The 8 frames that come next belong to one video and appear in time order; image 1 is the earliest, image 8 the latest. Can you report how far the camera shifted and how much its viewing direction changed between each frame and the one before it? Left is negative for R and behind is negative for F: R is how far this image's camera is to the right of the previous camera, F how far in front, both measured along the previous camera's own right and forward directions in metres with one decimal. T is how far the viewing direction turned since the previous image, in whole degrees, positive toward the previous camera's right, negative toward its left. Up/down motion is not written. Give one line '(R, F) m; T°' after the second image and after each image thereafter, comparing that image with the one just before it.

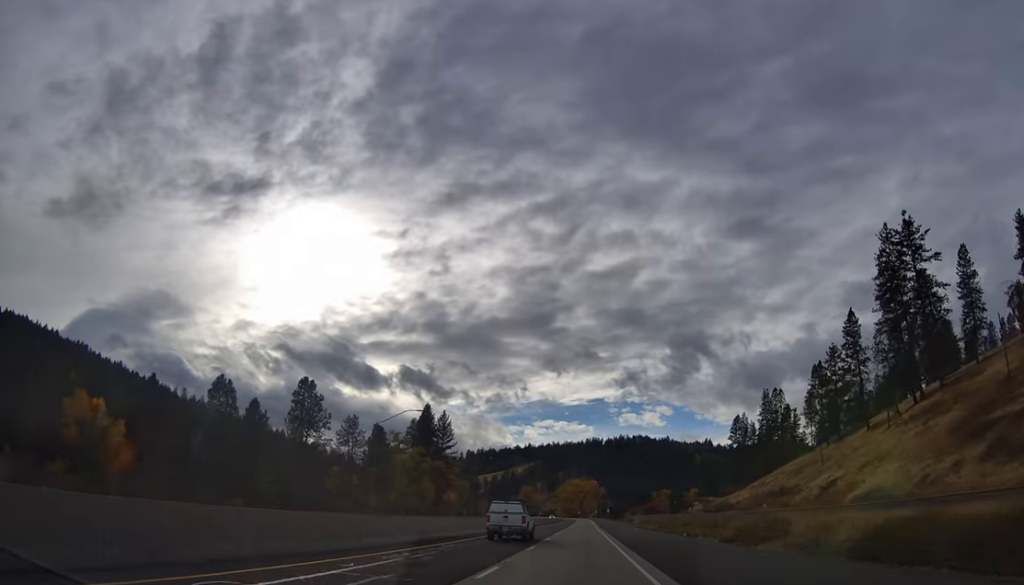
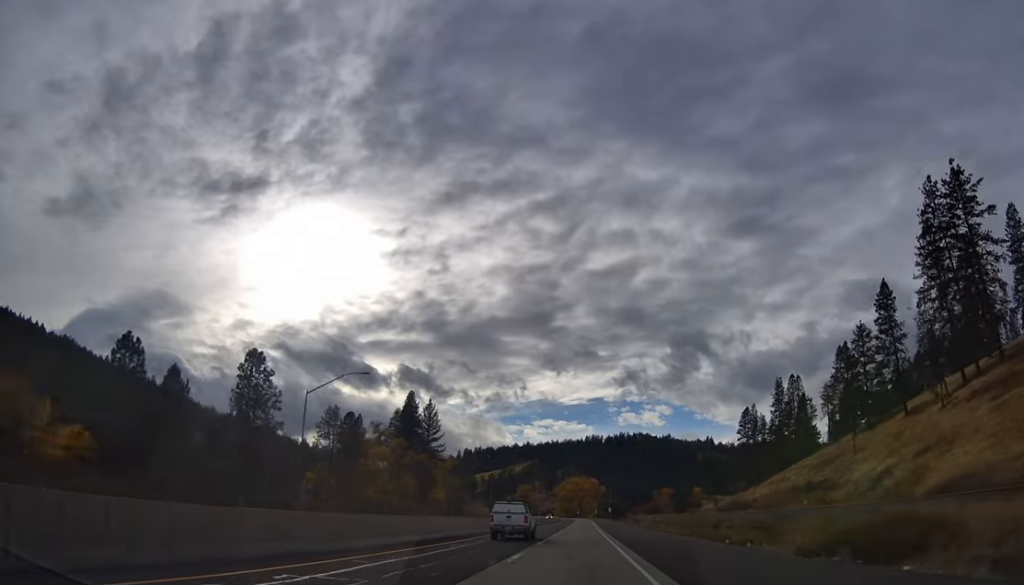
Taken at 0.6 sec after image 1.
(+0.3, +18.5) m; +1°
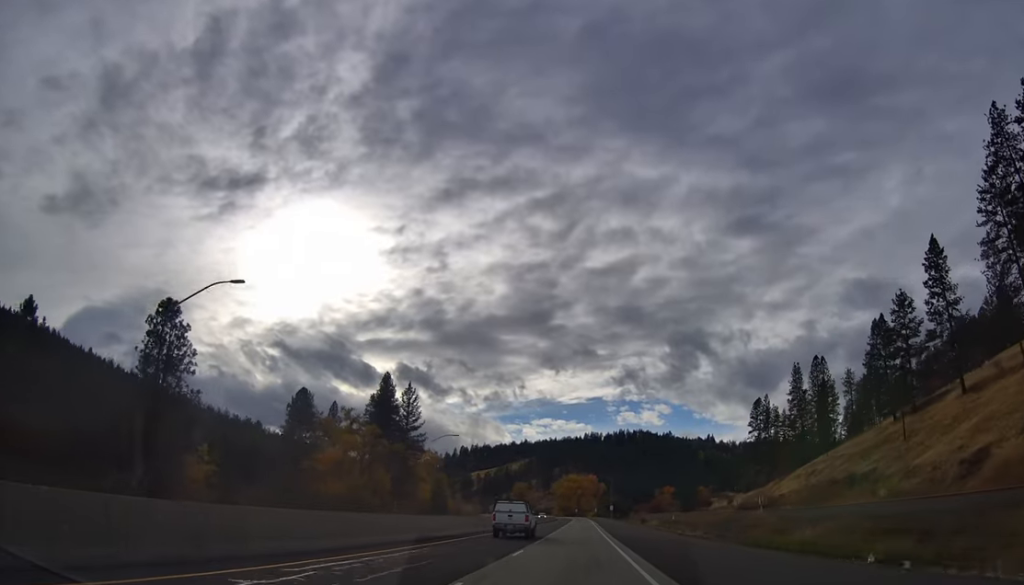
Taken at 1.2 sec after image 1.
(+0.1, +21.8) m; 0°
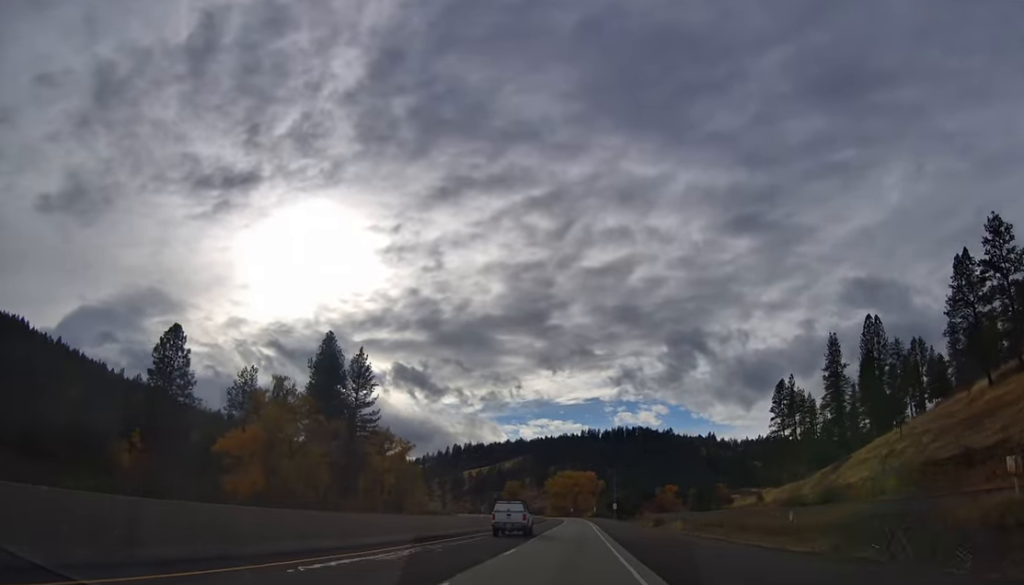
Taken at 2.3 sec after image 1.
(-0.4, +36.0) m; 0°
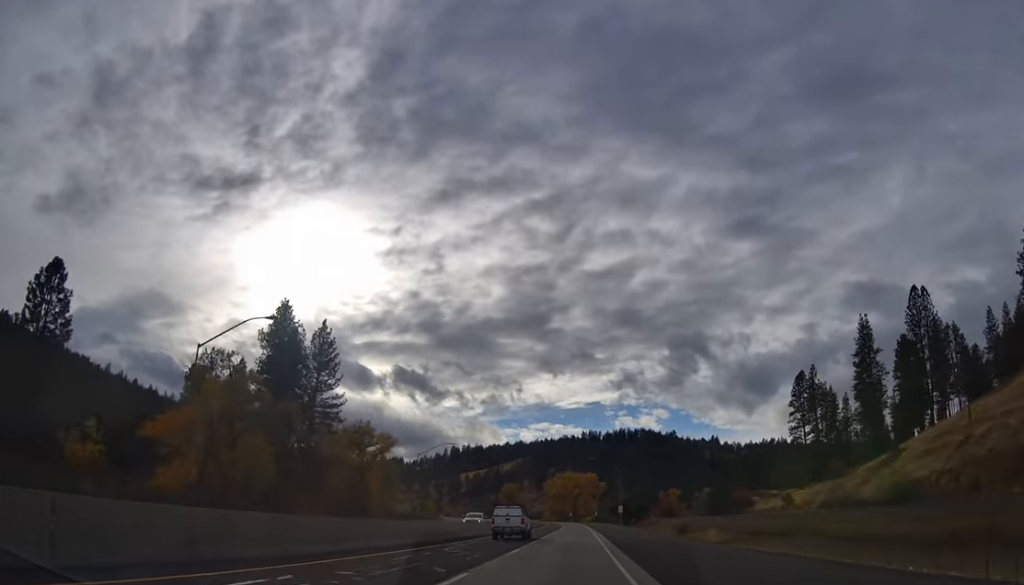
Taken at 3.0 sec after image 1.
(0.0, +20.8) m; +1°
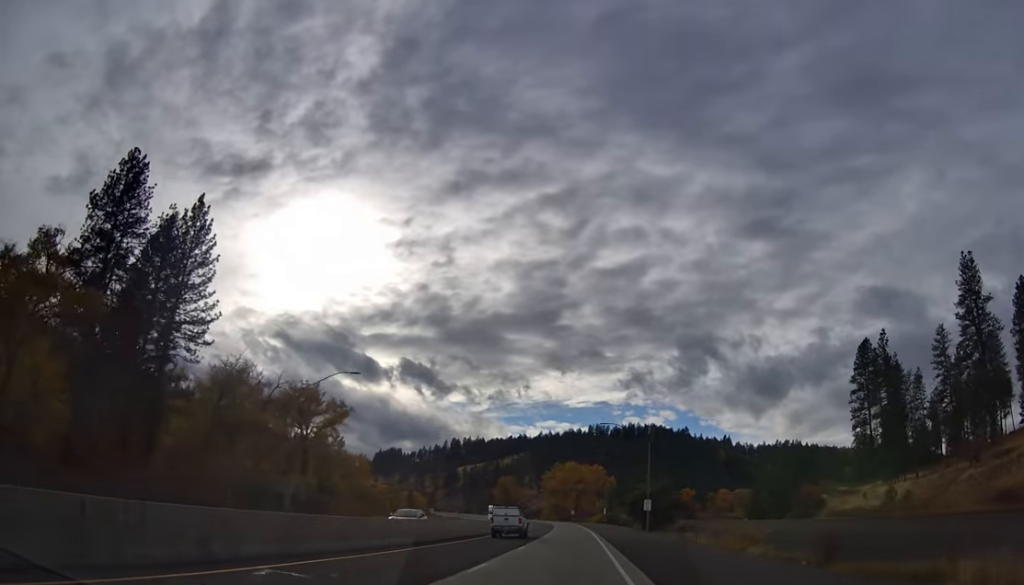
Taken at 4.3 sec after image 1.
(+0.7, +45.0) m; 0°
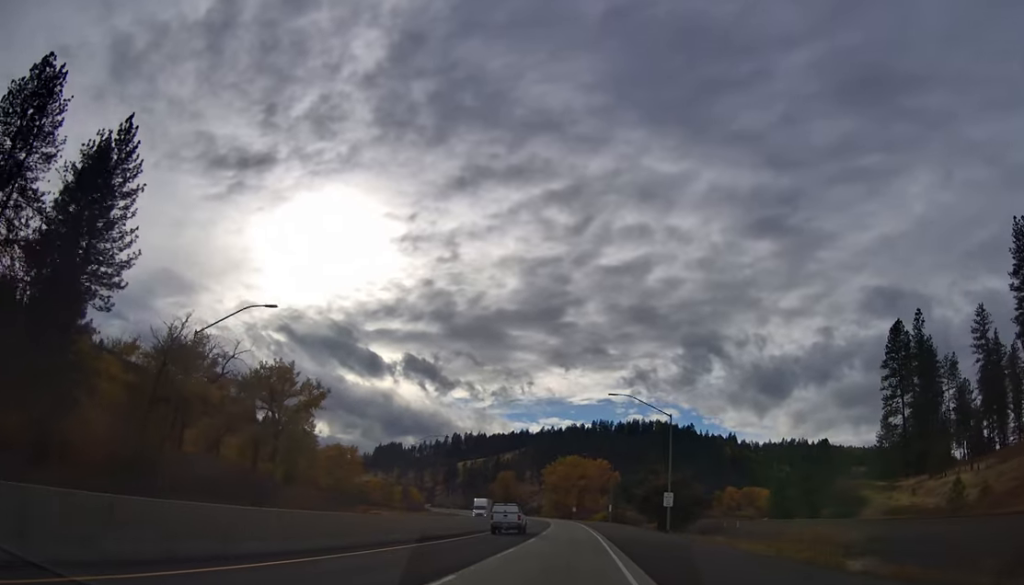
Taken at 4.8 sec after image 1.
(-0.1, +16.5) m; -1°
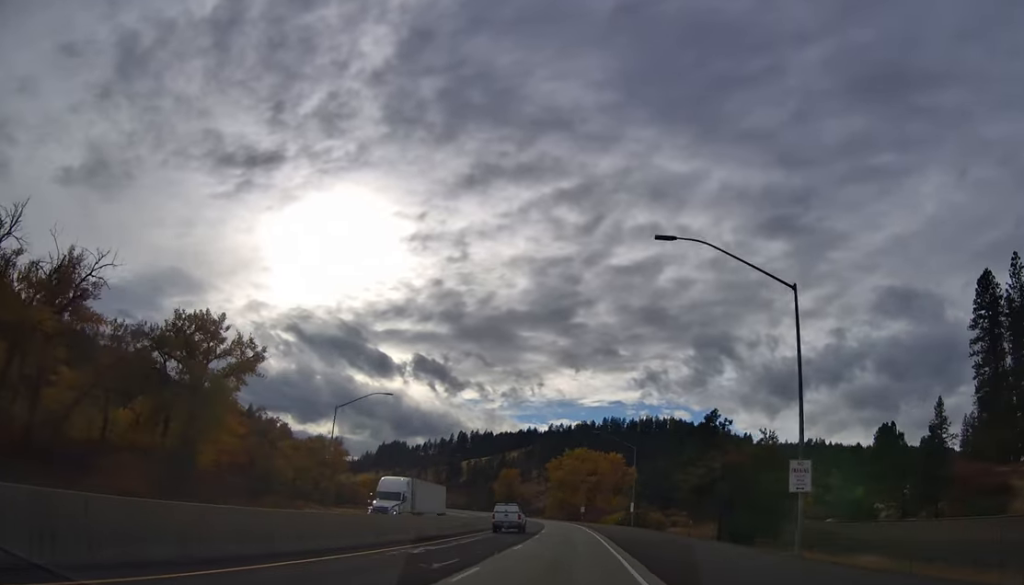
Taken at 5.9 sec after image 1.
(-0.4, +34.1) m; 0°
